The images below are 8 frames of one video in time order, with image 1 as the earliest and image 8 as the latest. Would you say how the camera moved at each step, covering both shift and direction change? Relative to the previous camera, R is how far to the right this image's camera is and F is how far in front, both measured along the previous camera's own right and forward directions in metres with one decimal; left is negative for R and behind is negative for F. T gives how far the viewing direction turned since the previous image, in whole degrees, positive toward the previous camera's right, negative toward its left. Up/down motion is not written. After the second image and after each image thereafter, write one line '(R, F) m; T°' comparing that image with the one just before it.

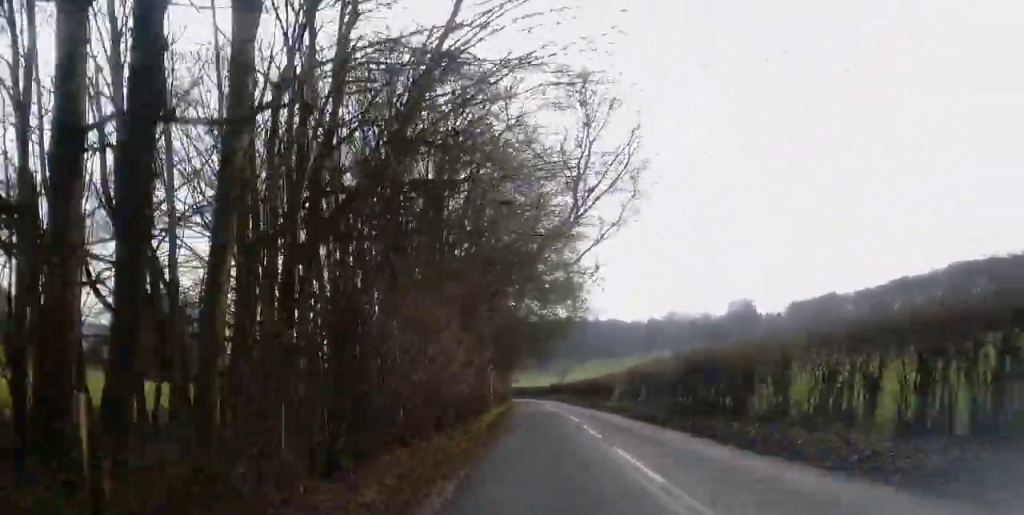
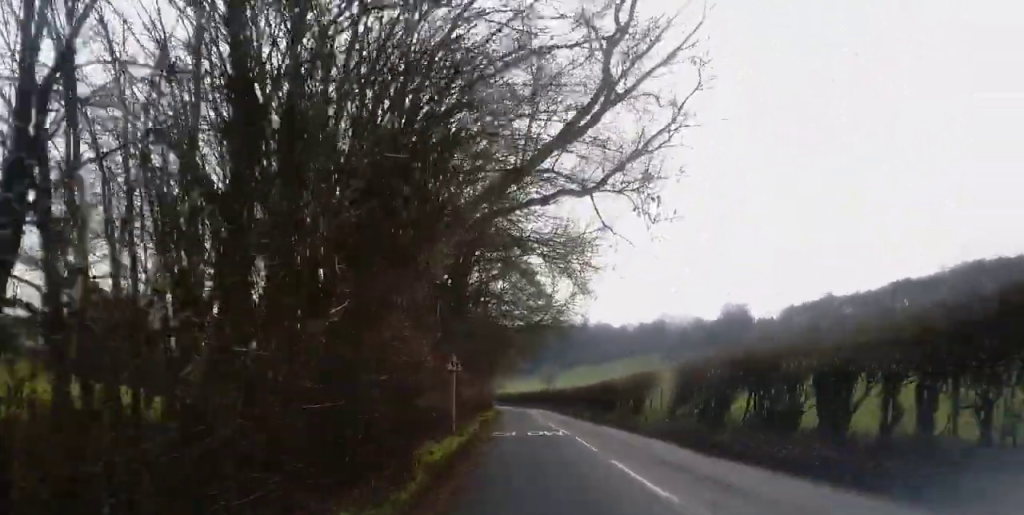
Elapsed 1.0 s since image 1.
(-0.1, +19.0) m; 0°
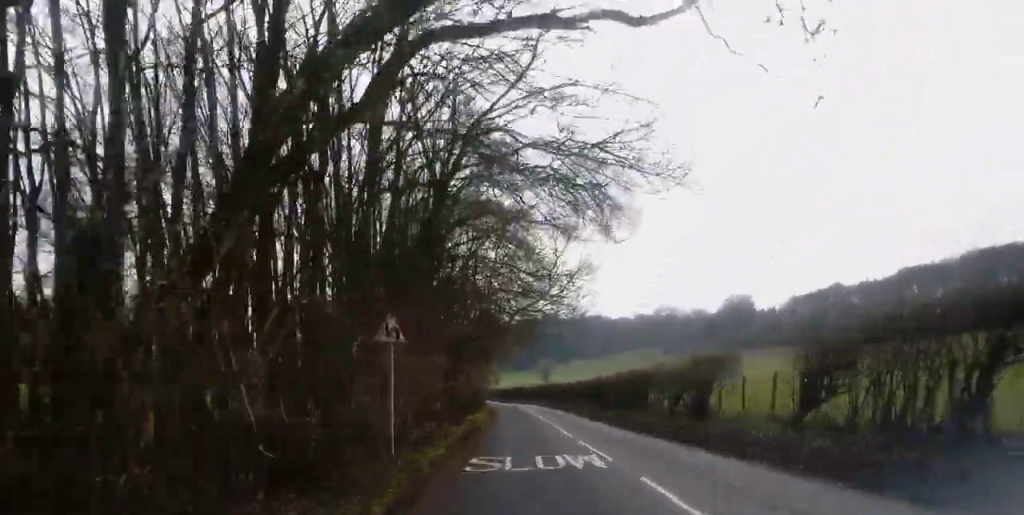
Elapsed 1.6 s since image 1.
(+0.3, +13.3) m; 0°
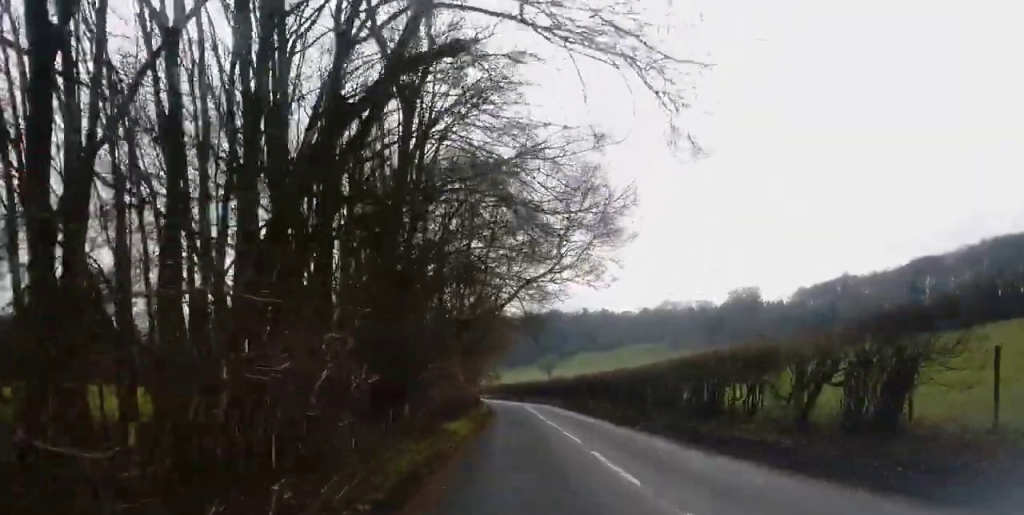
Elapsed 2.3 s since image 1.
(-0.2, +12.2) m; 0°
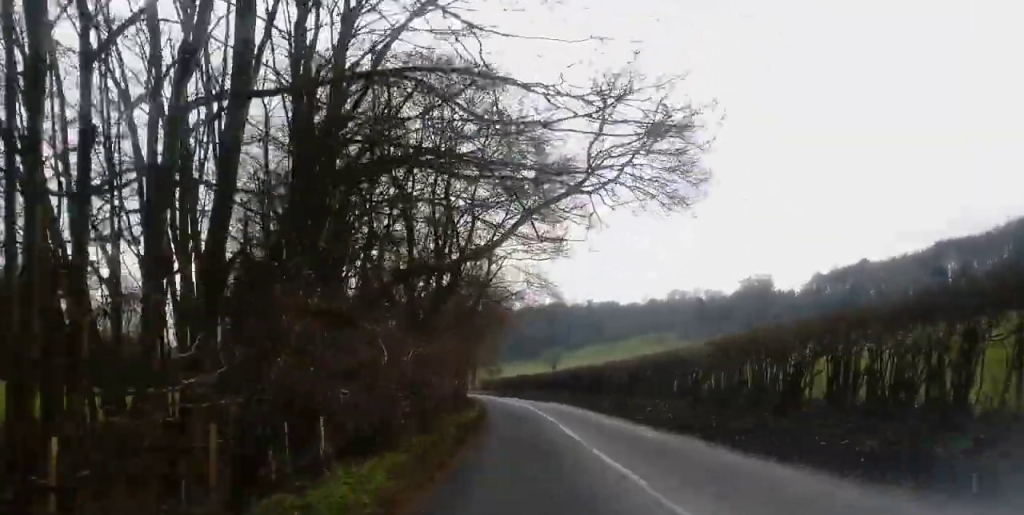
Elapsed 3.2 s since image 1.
(-0.1, +18.7) m; 0°
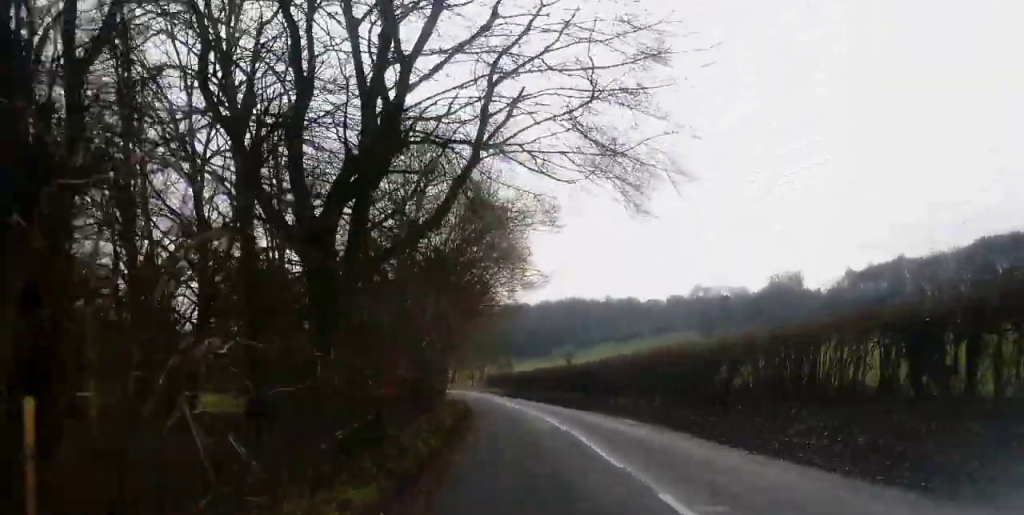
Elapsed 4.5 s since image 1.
(+0.2, +24.8) m; -1°
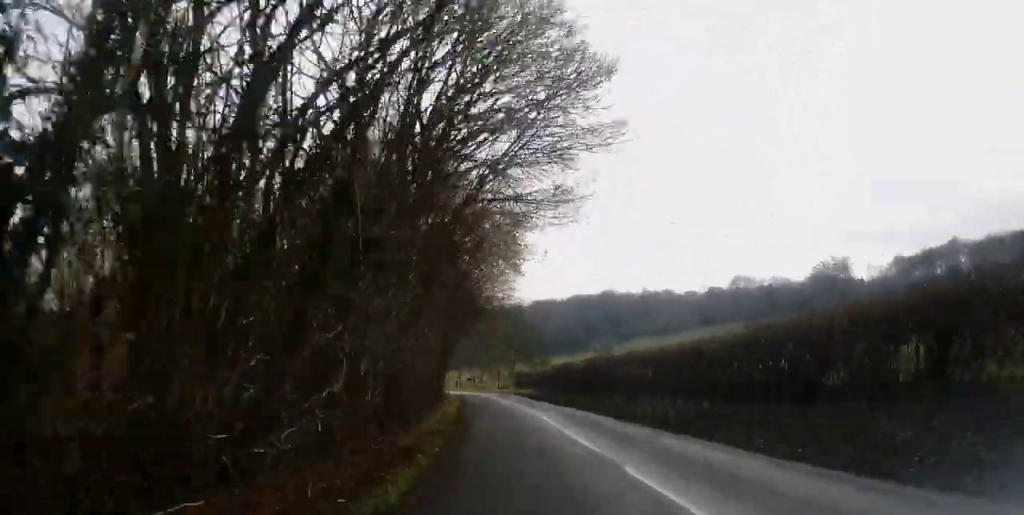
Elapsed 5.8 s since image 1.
(-0.5, +23.1) m; -2°
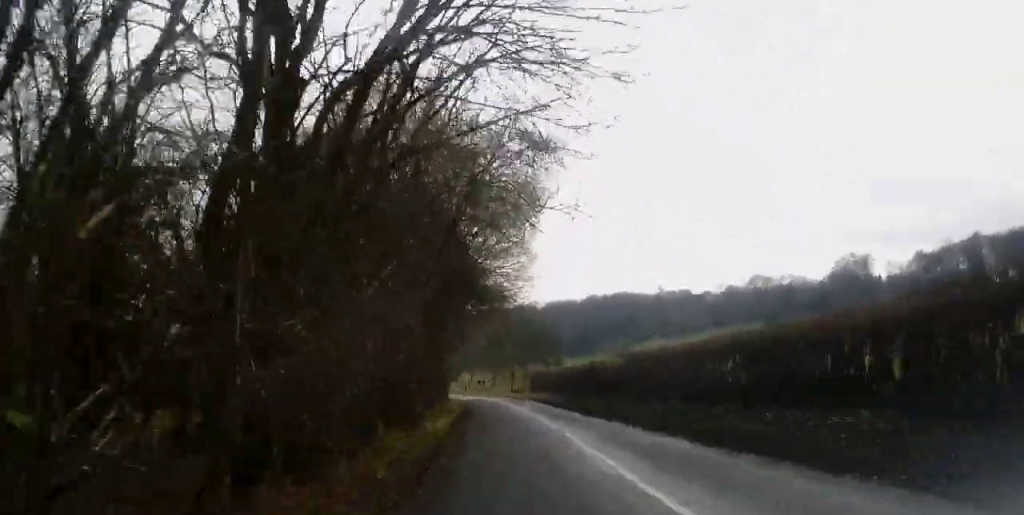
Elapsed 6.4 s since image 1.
(0.0, +9.0) m; -1°
